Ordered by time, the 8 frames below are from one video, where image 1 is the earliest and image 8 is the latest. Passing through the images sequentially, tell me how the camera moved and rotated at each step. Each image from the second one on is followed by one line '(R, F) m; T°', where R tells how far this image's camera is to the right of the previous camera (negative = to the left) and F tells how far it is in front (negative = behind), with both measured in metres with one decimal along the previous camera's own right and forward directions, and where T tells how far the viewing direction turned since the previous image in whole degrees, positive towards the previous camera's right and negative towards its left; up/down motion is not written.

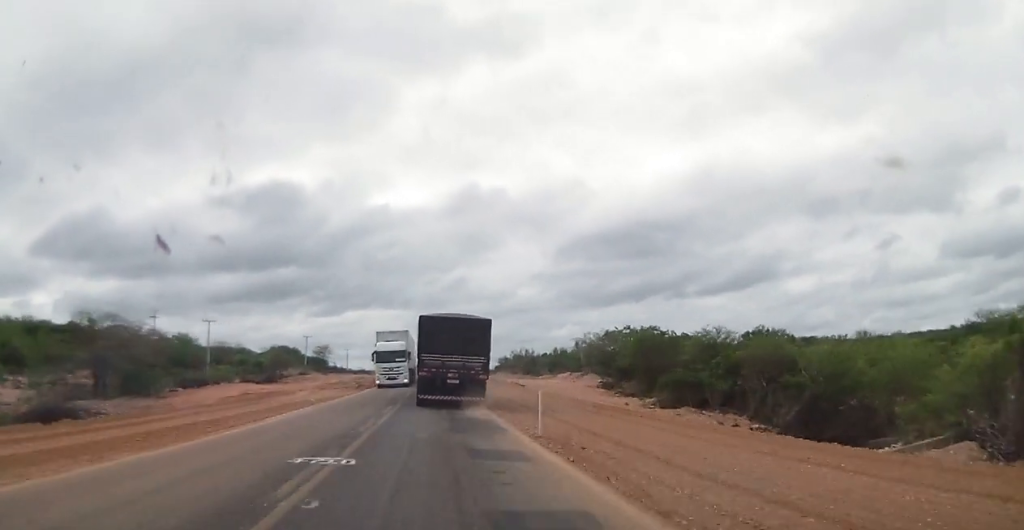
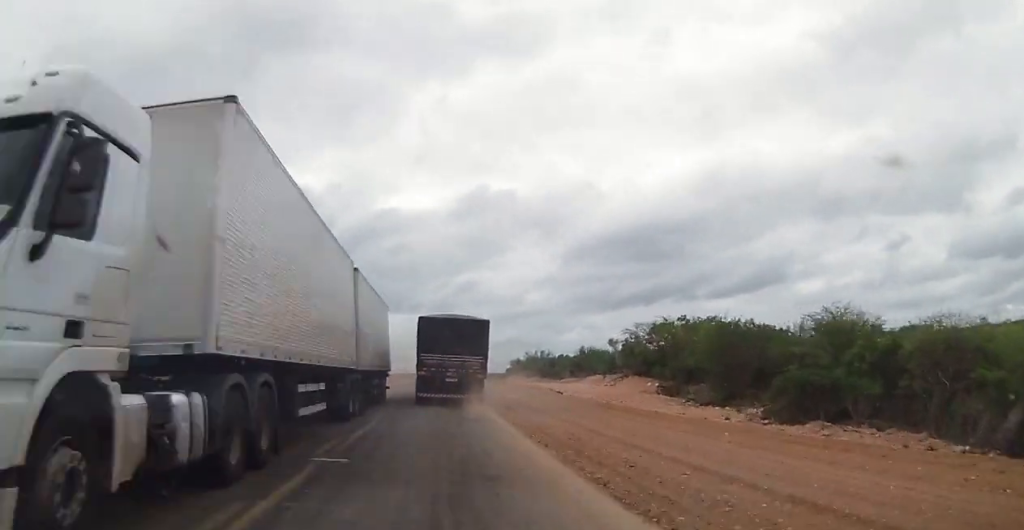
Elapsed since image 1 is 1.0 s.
(-0.1, +20.6) m; 0°
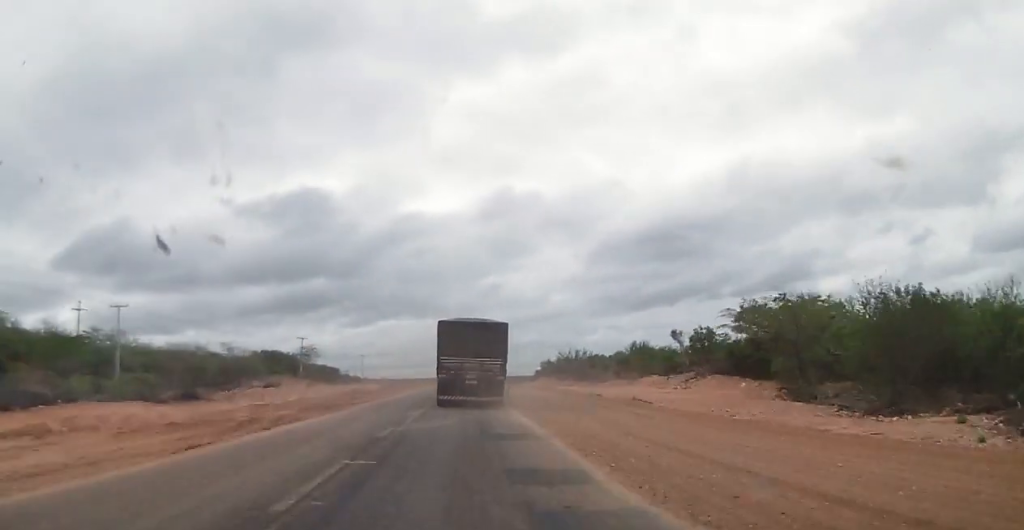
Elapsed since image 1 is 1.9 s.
(0.0, +19.2) m; -1°
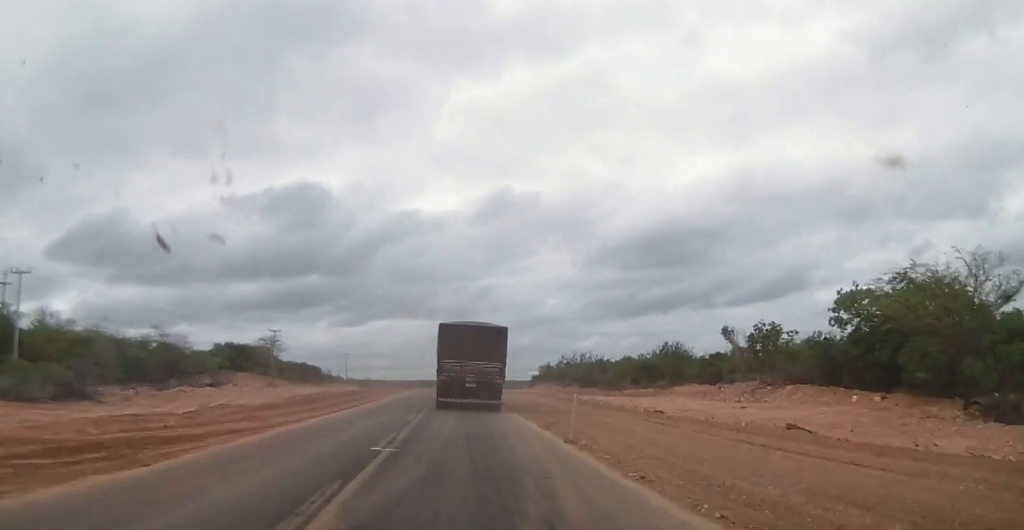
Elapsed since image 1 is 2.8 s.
(-0.2, +18.2) m; 0°
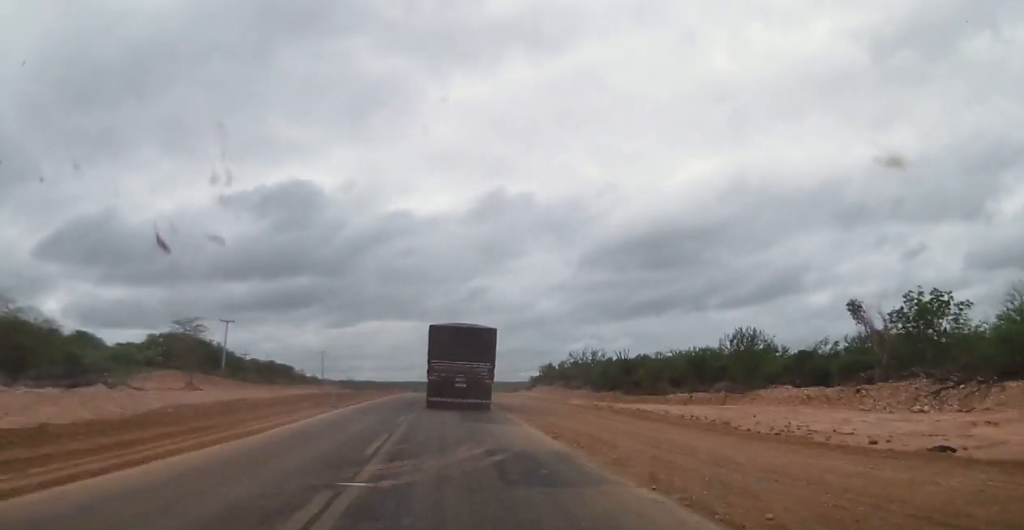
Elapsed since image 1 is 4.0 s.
(+0.2, +24.0) m; +1°
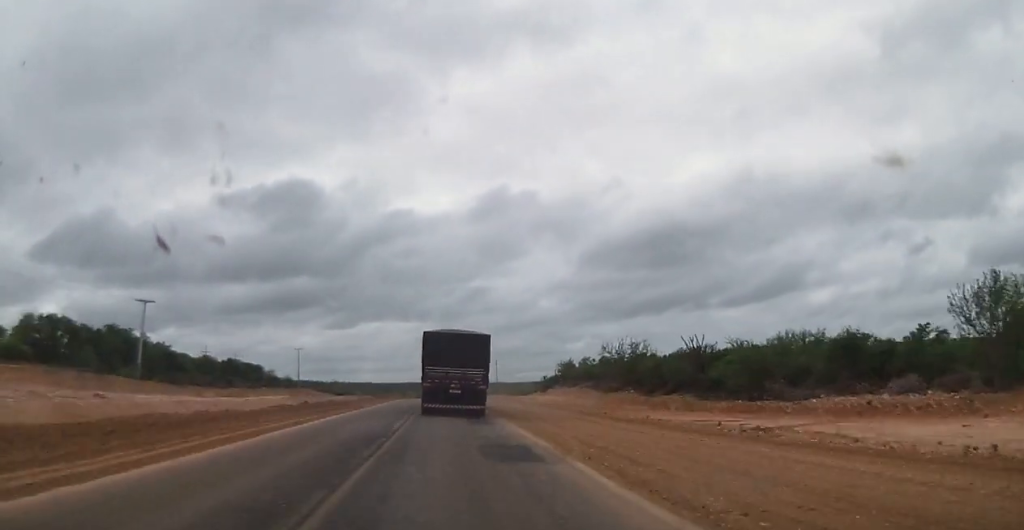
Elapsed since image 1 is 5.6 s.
(+0.1, +31.0) m; 0°
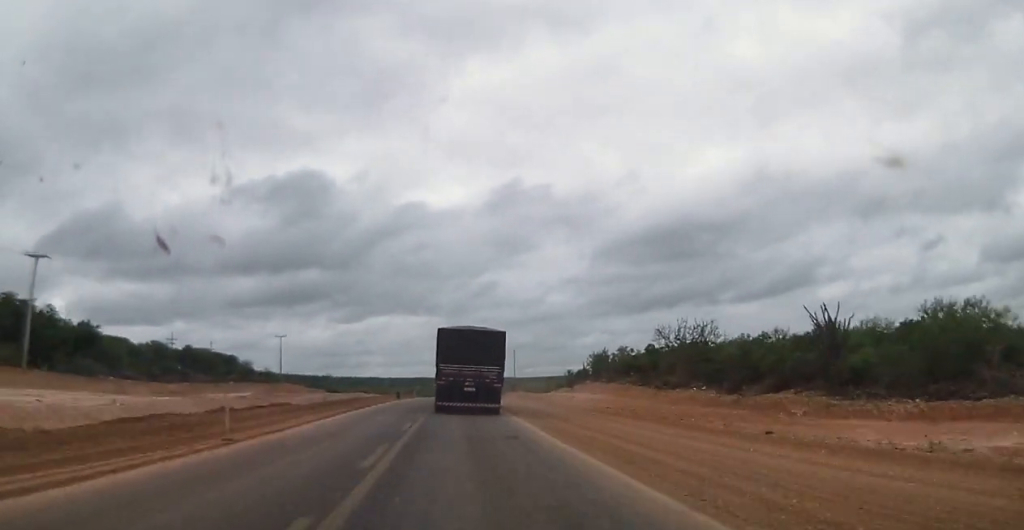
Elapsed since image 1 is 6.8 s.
(-0.4, +25.4) m; -1°
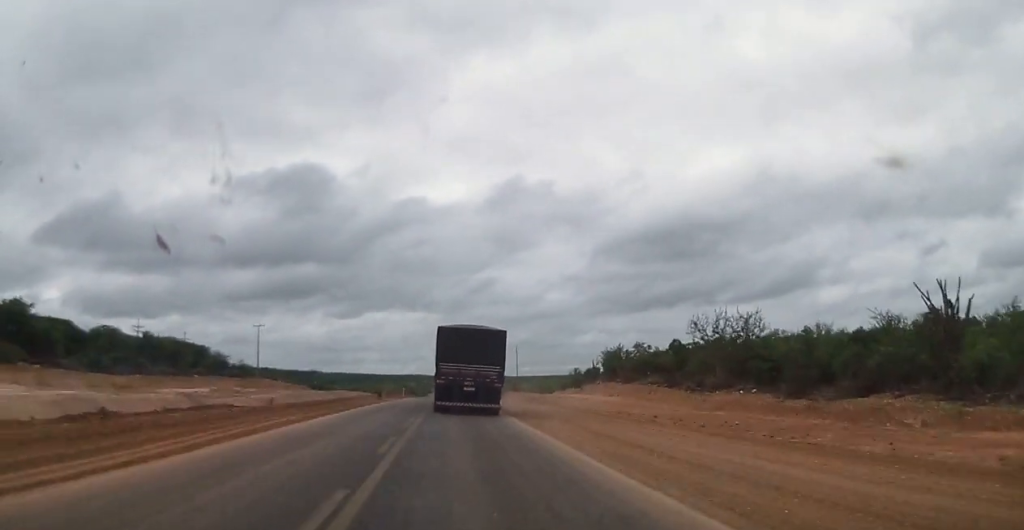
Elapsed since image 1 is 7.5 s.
(-0.2, +13.9) m; 0°
